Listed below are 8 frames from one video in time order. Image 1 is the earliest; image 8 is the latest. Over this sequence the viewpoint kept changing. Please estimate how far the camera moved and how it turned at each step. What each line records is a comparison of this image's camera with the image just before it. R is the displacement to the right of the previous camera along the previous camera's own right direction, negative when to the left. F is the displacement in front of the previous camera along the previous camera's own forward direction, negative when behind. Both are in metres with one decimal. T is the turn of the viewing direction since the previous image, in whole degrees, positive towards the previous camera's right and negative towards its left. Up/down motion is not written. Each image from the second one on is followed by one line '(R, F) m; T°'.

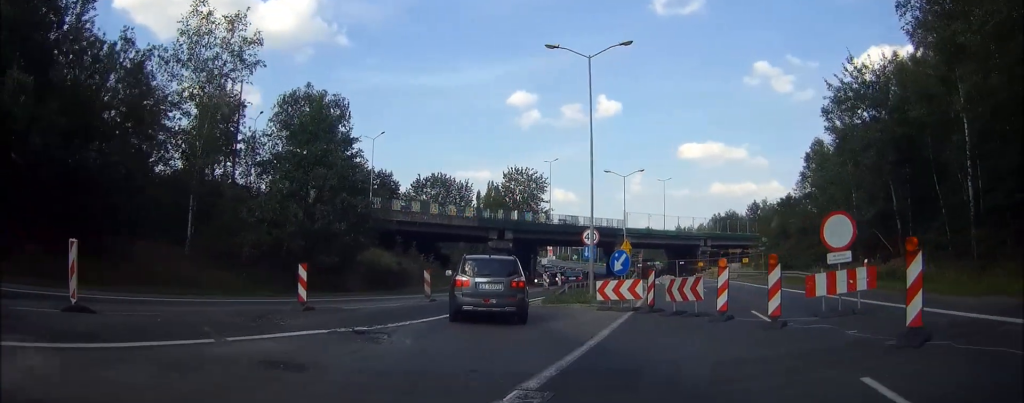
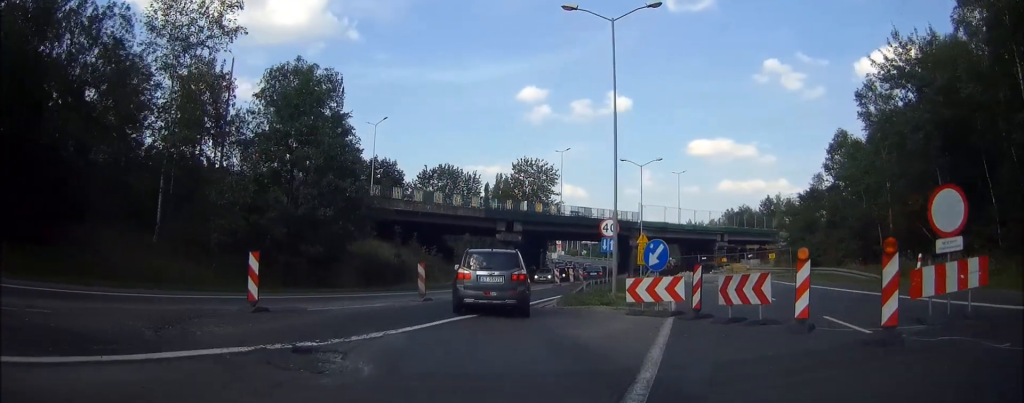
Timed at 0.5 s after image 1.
(0.0, +4.2) m; -1°
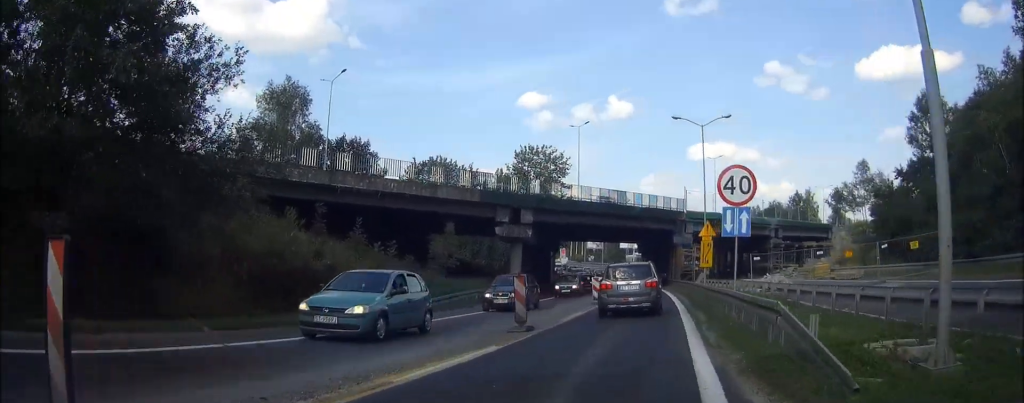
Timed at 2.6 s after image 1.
(-0.1, +18.2) m; +4°
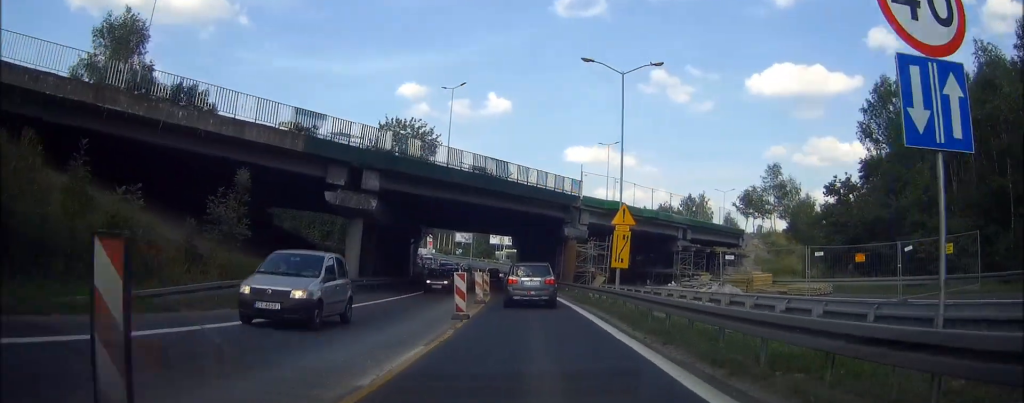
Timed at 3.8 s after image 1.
(+0.8, +10.0) m; +5°
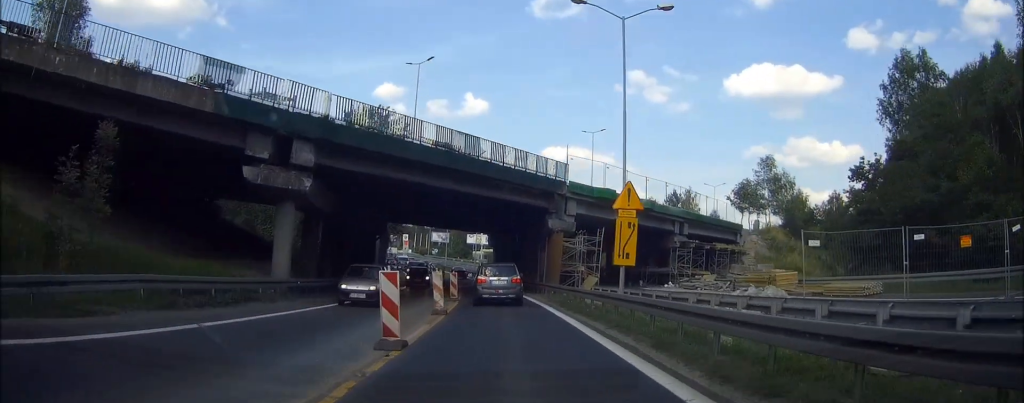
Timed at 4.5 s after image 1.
(0.0, +5.0) m; +1°
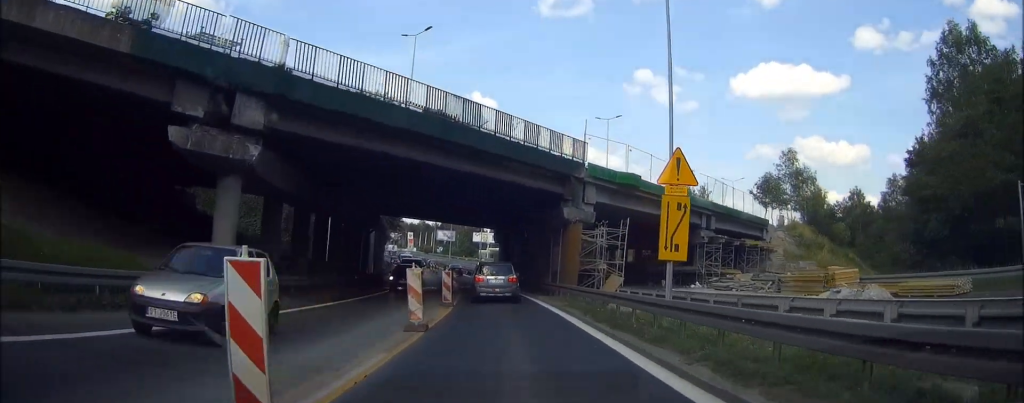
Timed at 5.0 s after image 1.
(0.0, +4.4) m; 0°
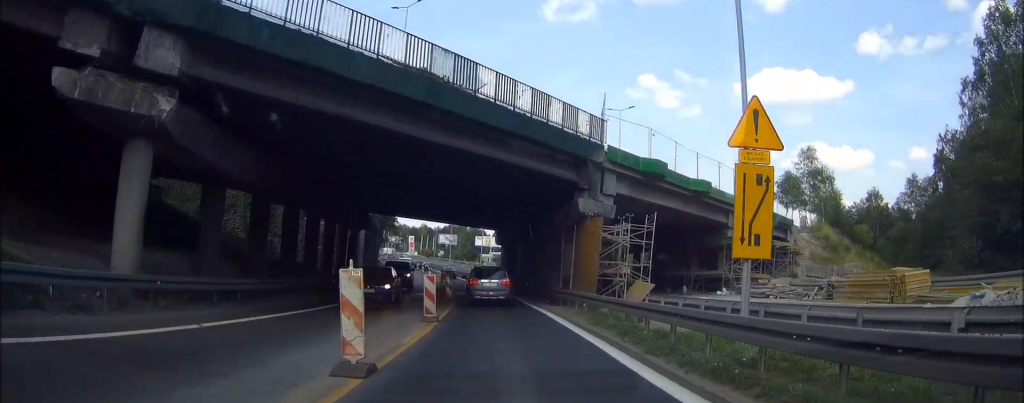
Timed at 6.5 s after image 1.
(+0.1, +14.0) m; 0°
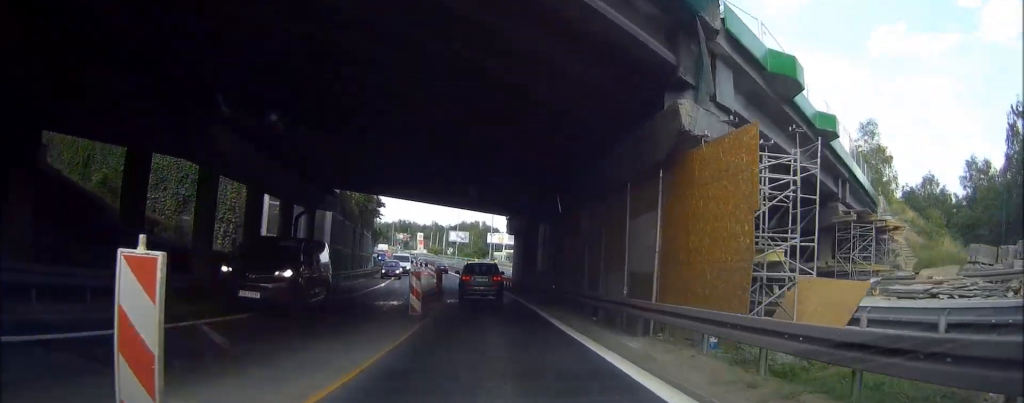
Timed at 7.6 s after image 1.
(0.0, +13.3) m; 0°
